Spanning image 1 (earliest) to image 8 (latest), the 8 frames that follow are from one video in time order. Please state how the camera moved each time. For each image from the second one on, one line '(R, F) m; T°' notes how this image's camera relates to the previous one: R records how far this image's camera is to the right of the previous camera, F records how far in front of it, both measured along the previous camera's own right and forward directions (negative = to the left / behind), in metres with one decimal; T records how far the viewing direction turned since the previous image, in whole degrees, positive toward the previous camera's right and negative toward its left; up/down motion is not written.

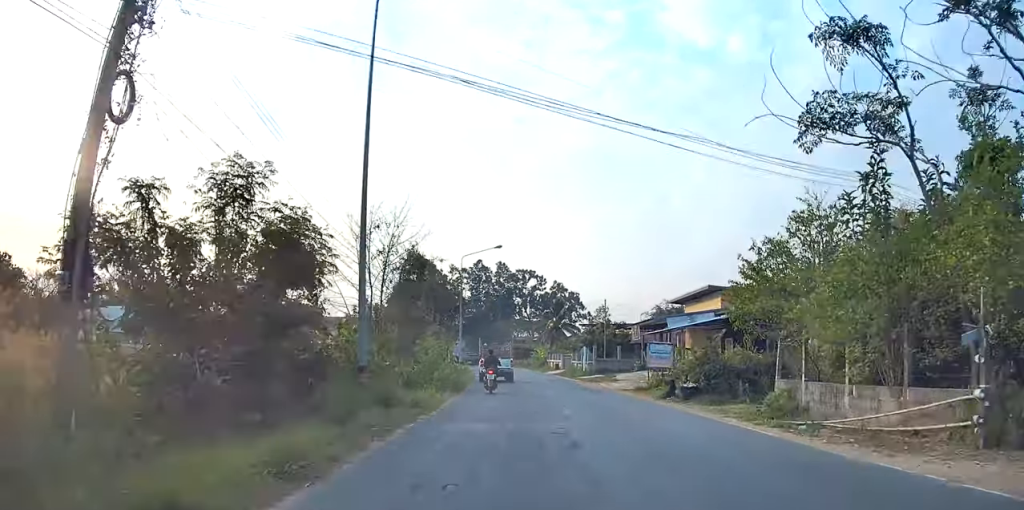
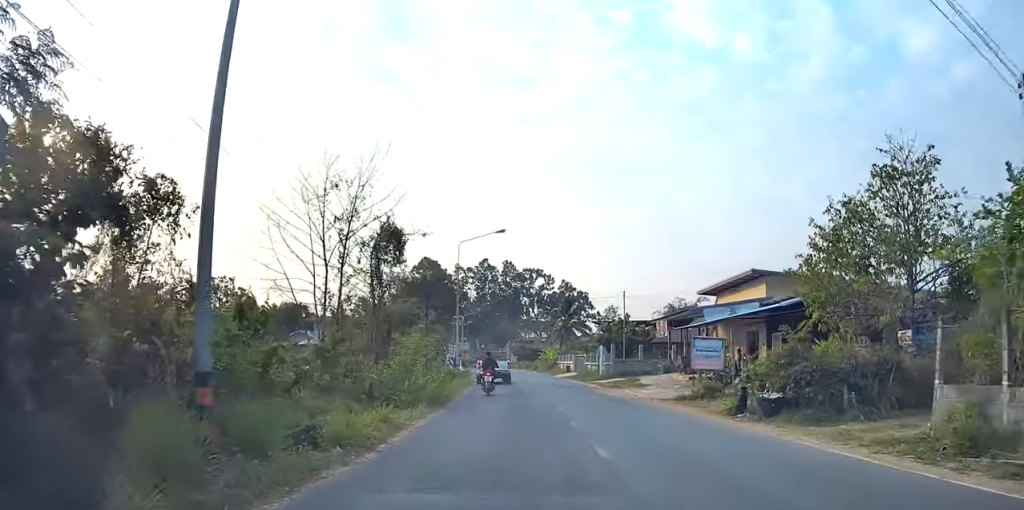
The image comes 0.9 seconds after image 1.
(0.0, +7.0) m; 0°
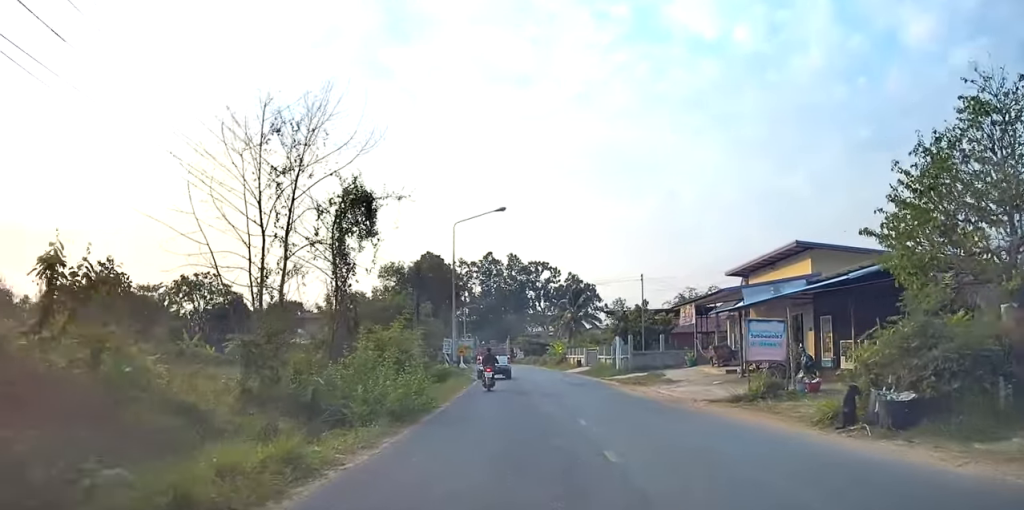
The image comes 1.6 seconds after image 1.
(0.0, +5.4) m; +1°
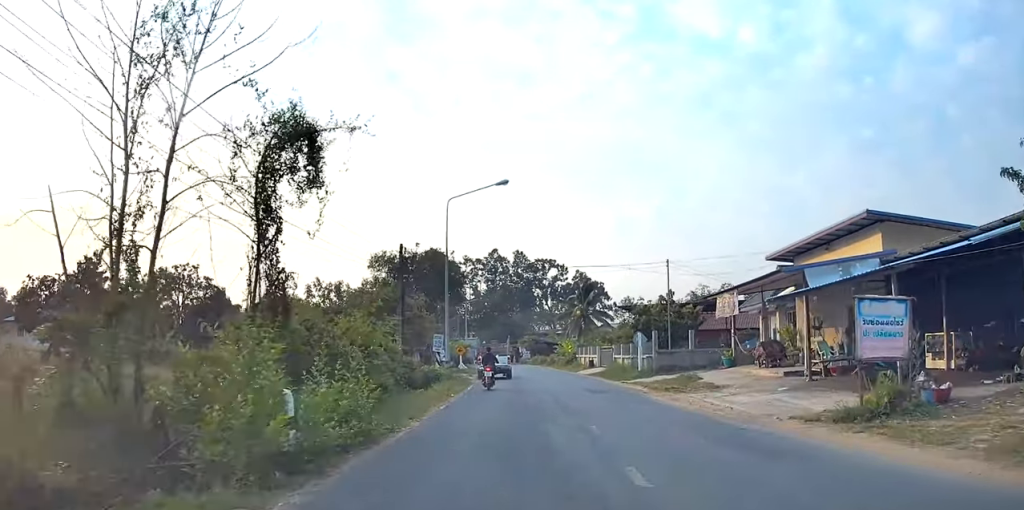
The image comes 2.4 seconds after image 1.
(0.0, +6.0) m; +4°
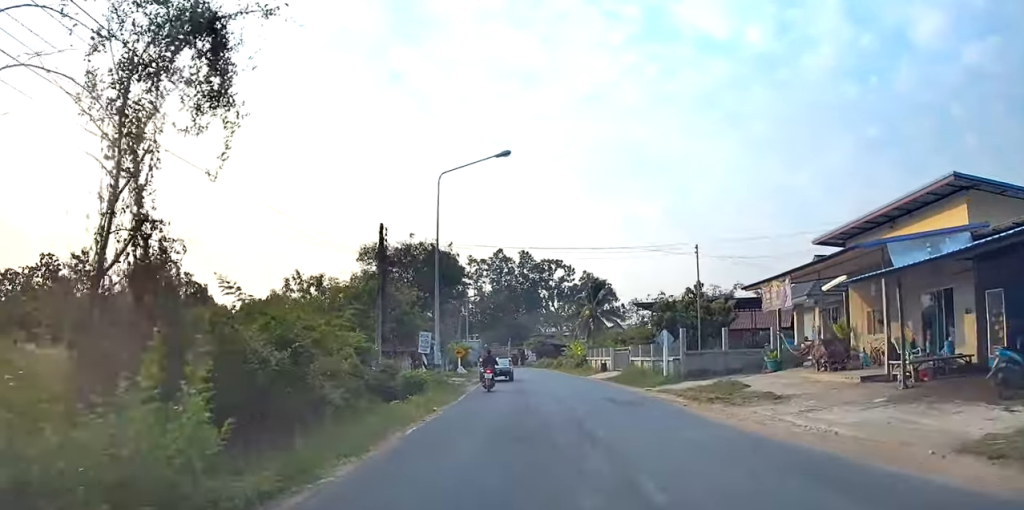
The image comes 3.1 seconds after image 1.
(+0.4, +5.3) m; 0°
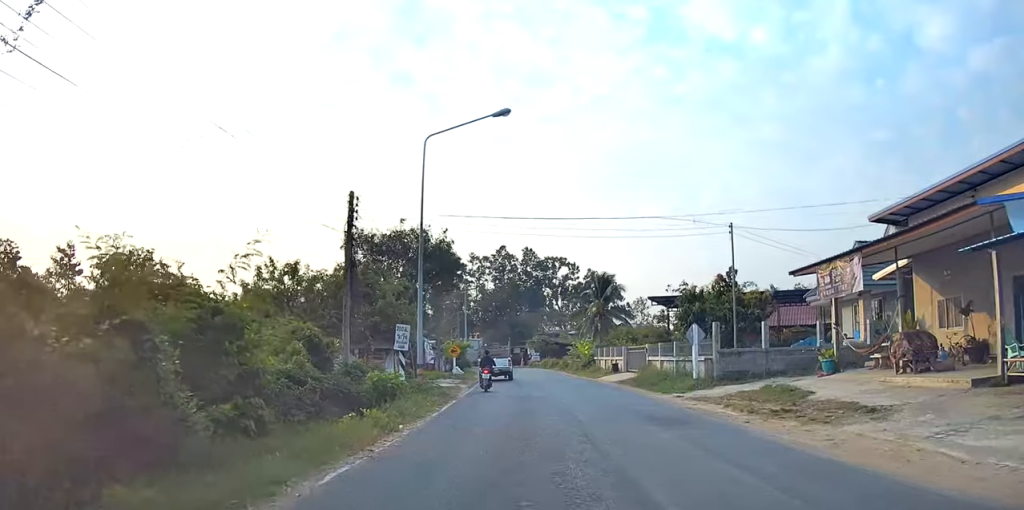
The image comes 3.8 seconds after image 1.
(+0.1, +4.9) m; 0°
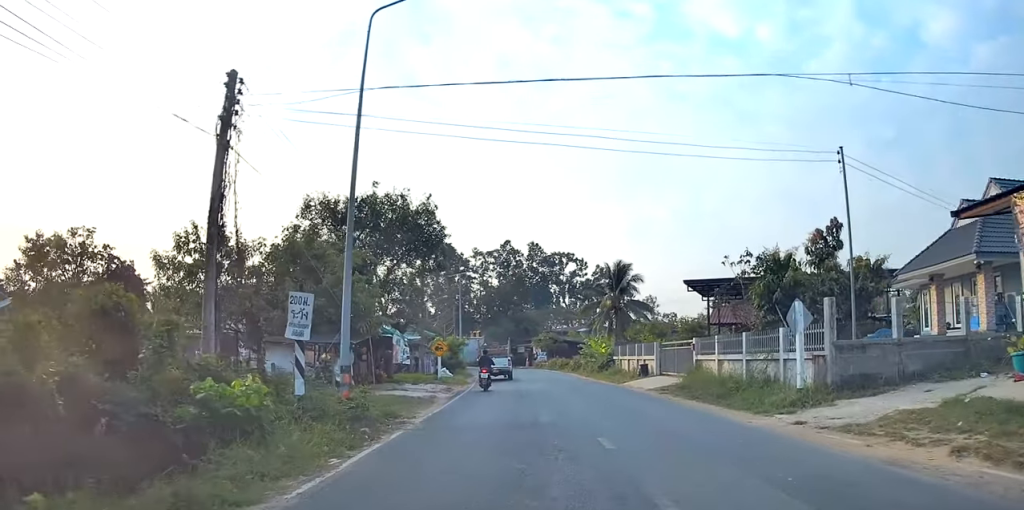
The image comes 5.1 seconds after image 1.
(-0.1, +8.9) m; 0°
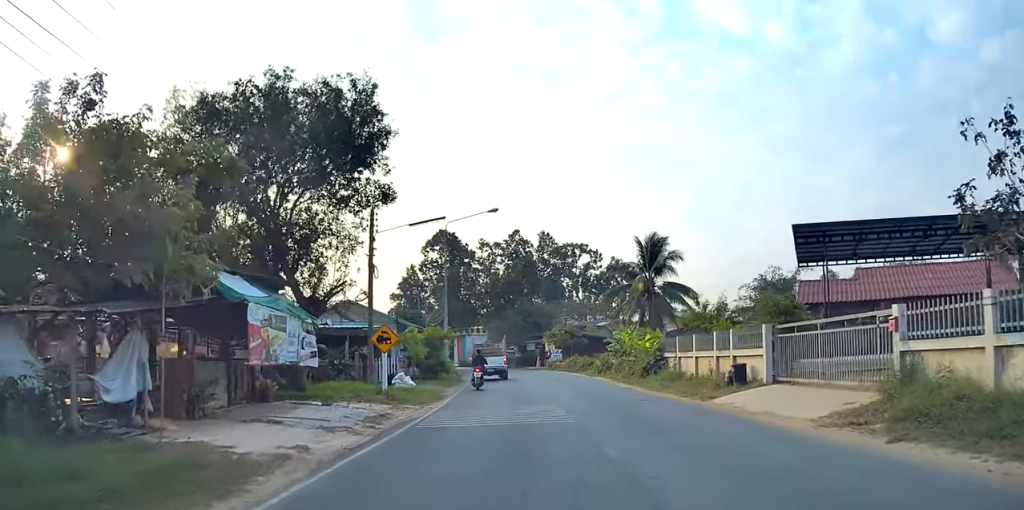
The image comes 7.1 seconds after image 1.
(-0.8, +14.2) m; -2°
